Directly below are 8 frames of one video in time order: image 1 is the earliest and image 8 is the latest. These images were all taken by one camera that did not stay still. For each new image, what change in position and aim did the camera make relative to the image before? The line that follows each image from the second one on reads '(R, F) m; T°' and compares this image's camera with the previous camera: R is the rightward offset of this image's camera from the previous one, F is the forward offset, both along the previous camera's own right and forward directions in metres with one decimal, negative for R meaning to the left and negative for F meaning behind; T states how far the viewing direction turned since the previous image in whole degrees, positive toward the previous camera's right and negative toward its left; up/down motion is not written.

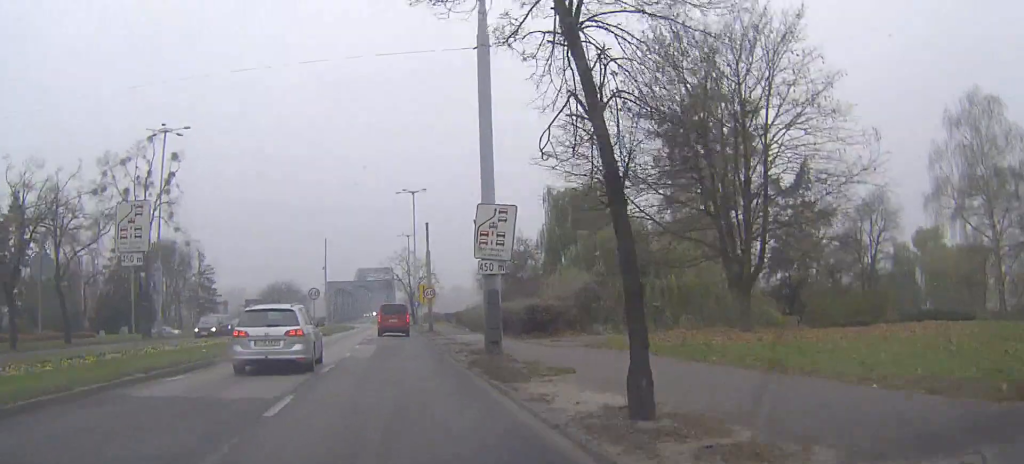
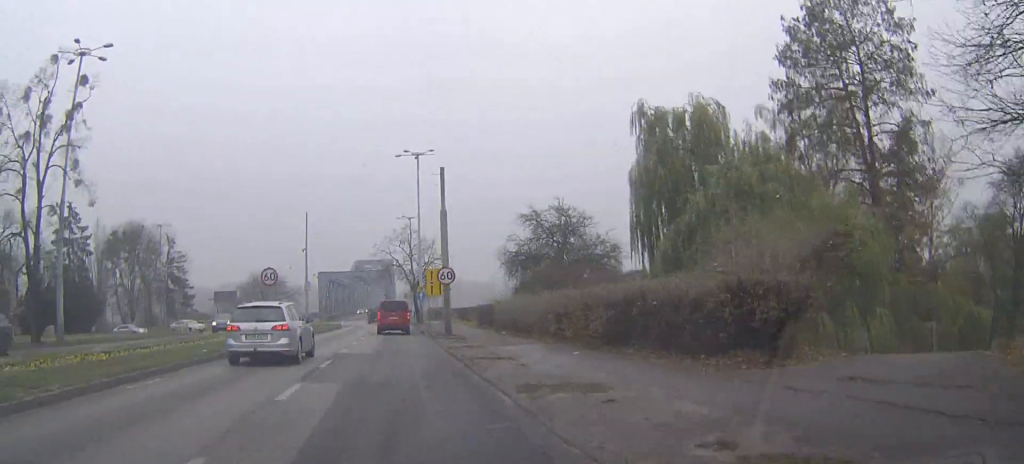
(+0.1, +16.7) m; 0°
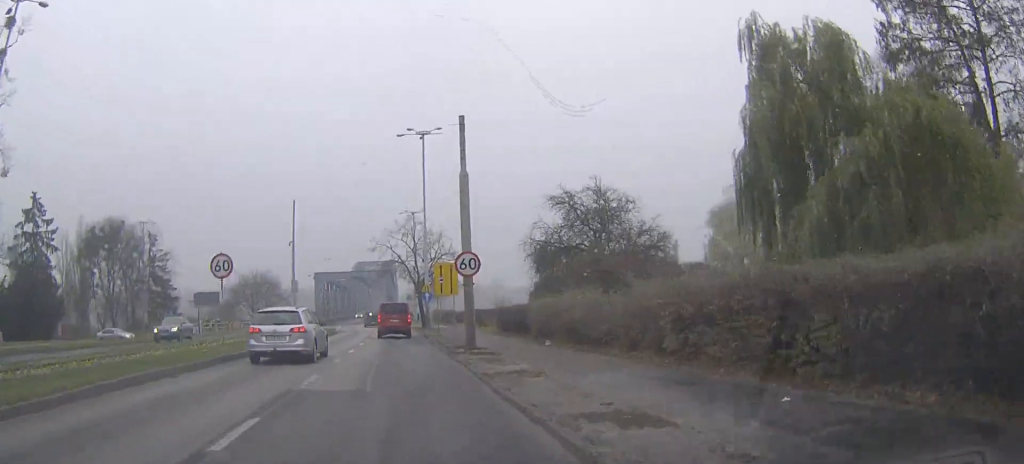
(0.0, +9.2) m; 0°
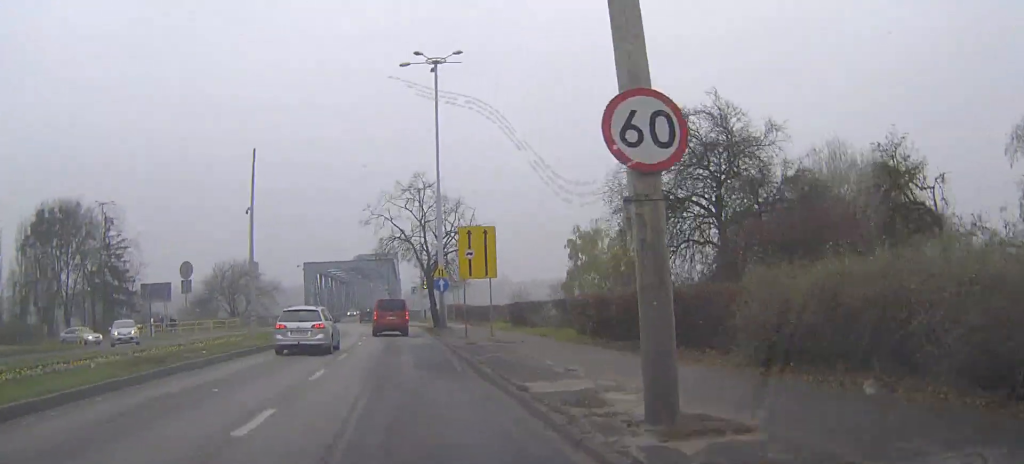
(0.0, +16.3) m; 0°
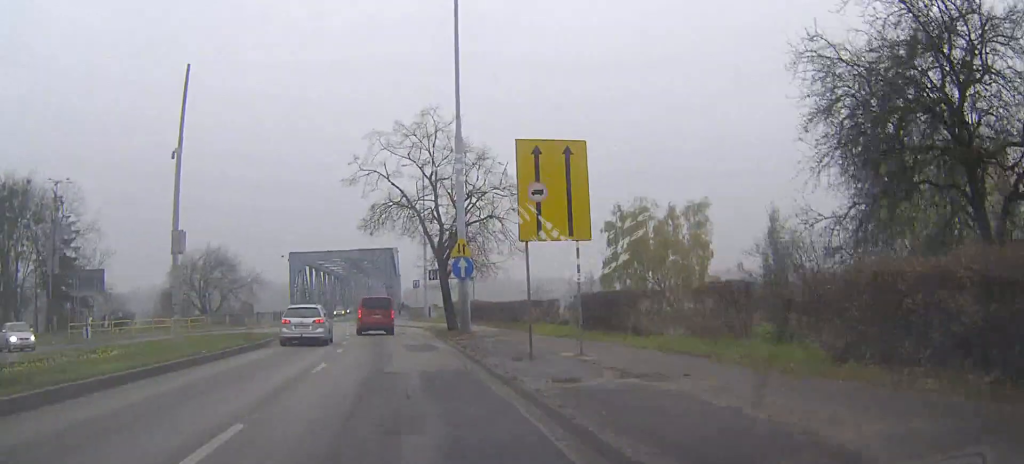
(0.0, +13.8) m; 0°
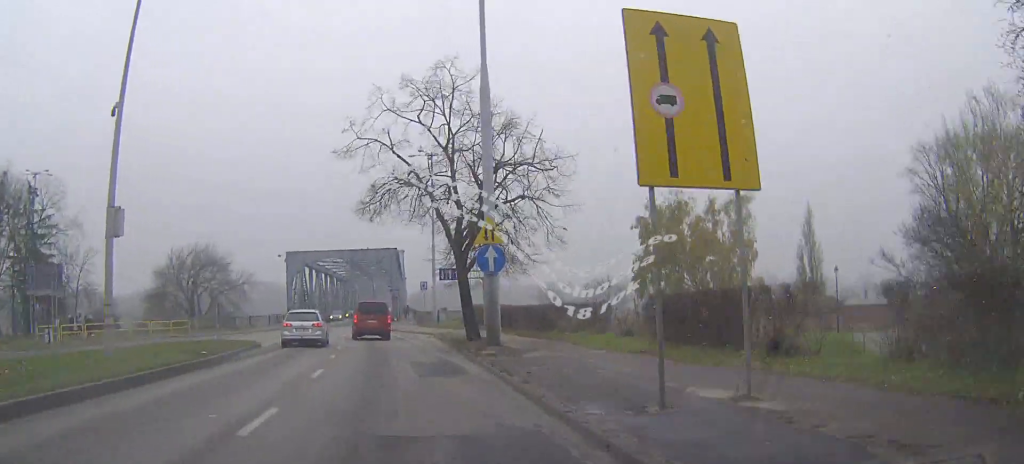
(0.0, +6.7) m; 0°
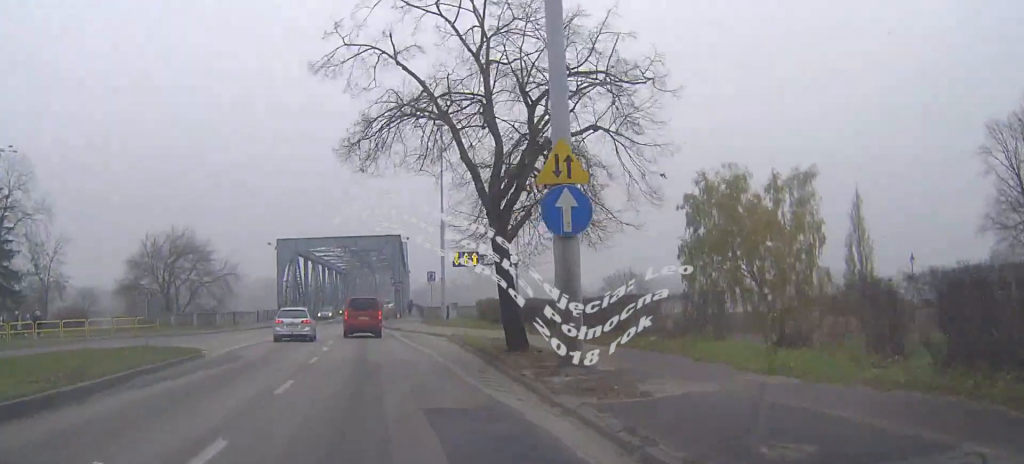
(0.0, +8.6) m; -1°
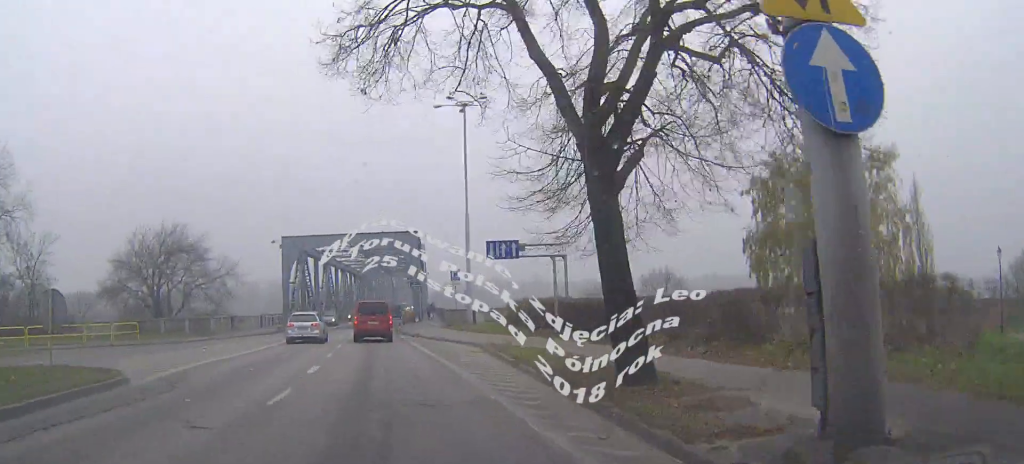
(0.0, +7.0) m; -1°
